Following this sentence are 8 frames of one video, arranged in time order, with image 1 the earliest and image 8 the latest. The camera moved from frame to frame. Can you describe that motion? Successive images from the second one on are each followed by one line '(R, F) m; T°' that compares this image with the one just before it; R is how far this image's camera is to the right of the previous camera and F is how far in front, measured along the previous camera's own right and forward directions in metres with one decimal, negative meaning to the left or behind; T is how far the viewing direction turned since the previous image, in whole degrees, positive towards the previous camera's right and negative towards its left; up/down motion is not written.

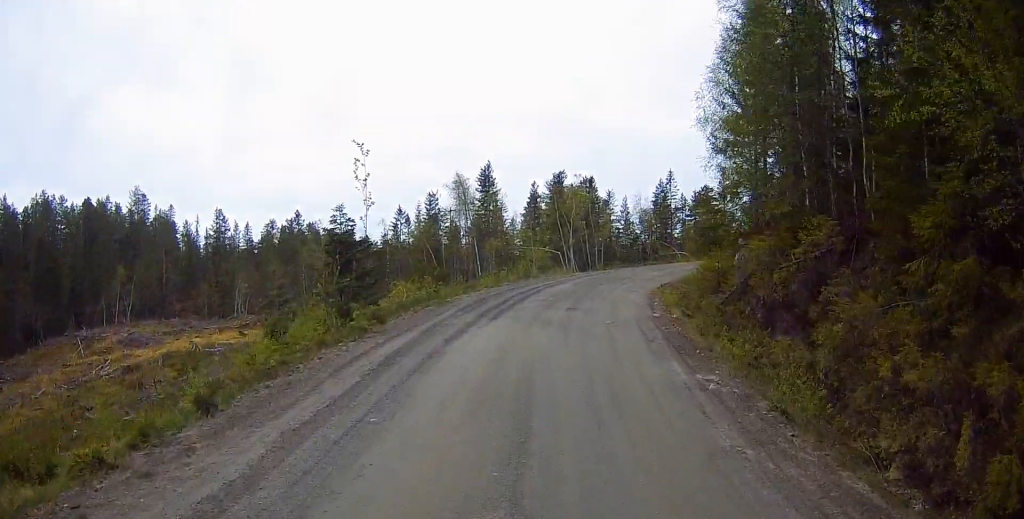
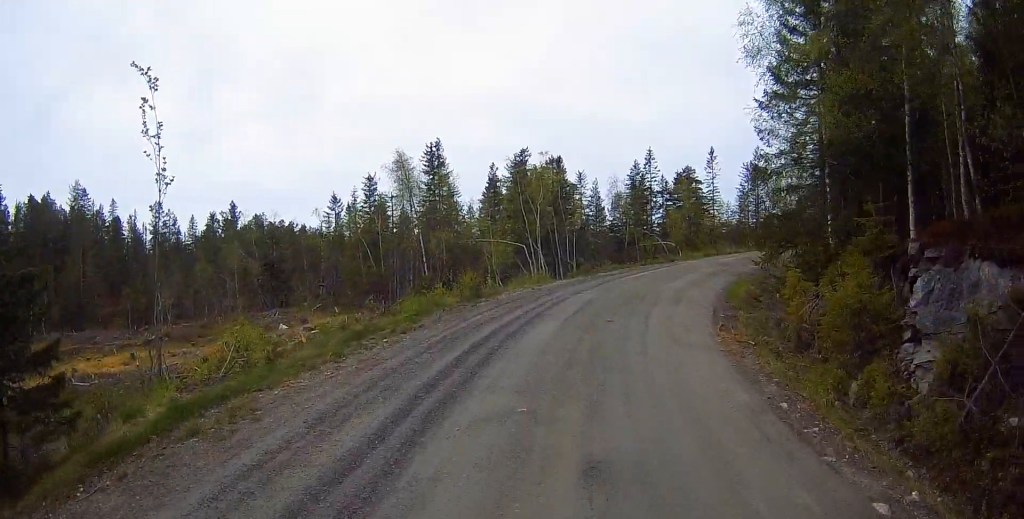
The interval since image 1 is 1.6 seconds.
(+0.5, +11.3) m; +5°
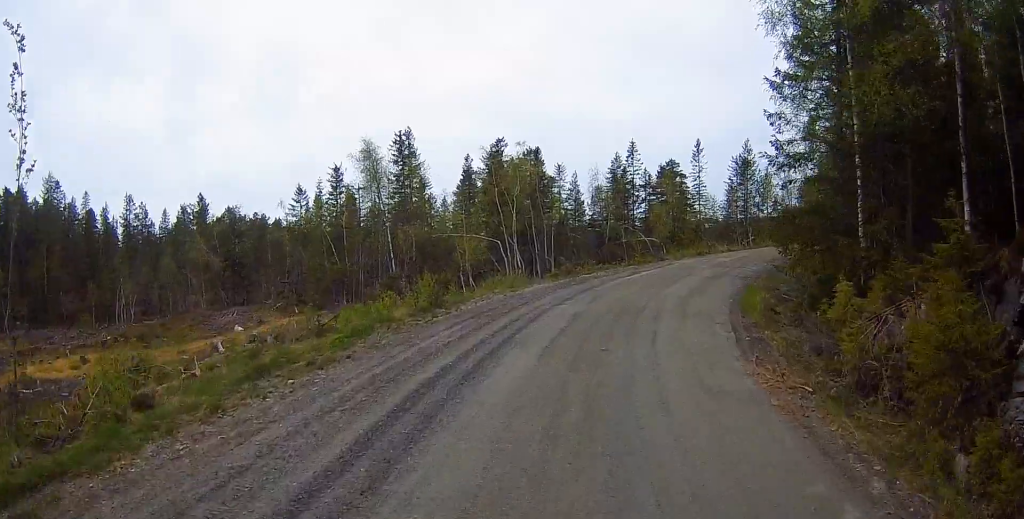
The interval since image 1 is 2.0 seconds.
(+0.1, +3.3) m; 0°
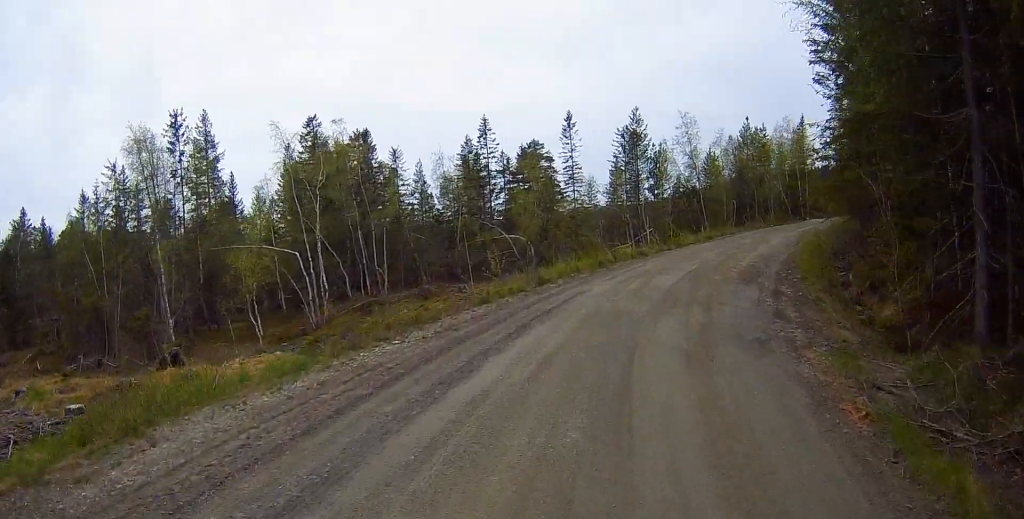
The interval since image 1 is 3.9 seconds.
(+0.8, +13.5) m; +13°
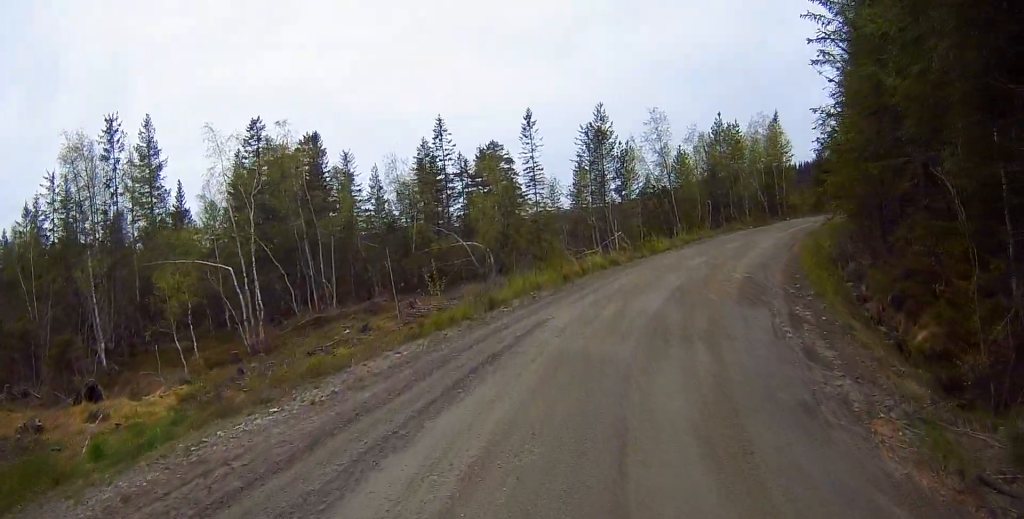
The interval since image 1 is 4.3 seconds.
(0.0, +3.3) m; +6°
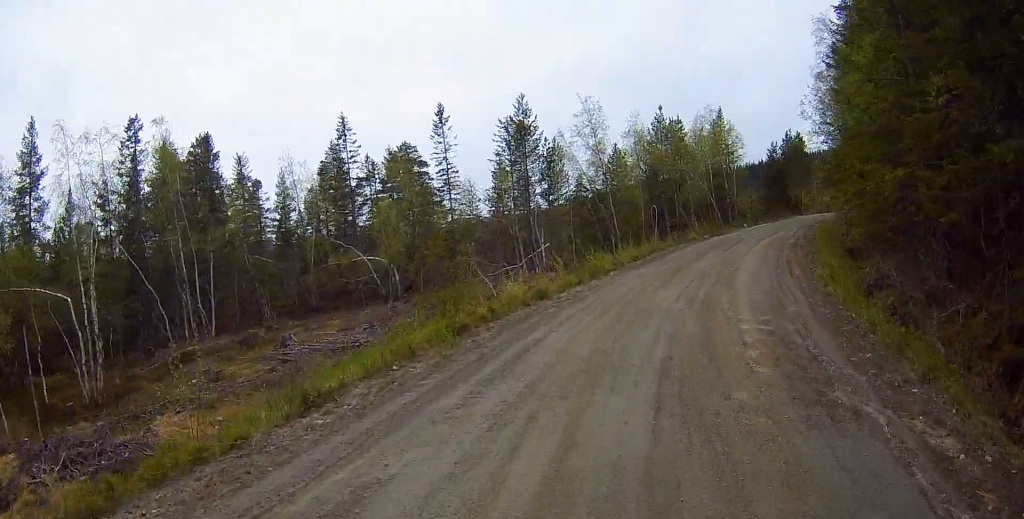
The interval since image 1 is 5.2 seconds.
(+0.7, +6.8) m; +4°
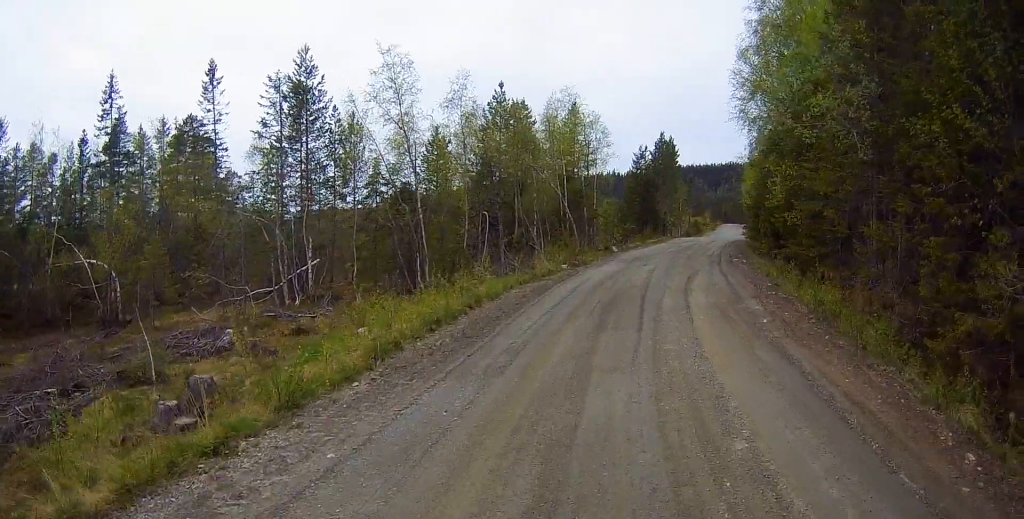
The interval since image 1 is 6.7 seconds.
(+0.6, +12.6) m; +11°
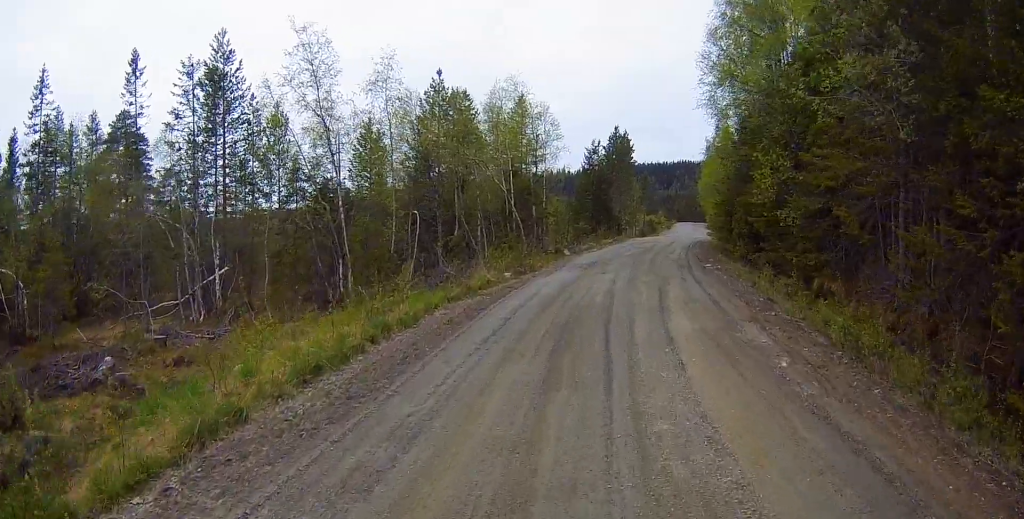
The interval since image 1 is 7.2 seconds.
(+0.3, +3.6) m; +5°
